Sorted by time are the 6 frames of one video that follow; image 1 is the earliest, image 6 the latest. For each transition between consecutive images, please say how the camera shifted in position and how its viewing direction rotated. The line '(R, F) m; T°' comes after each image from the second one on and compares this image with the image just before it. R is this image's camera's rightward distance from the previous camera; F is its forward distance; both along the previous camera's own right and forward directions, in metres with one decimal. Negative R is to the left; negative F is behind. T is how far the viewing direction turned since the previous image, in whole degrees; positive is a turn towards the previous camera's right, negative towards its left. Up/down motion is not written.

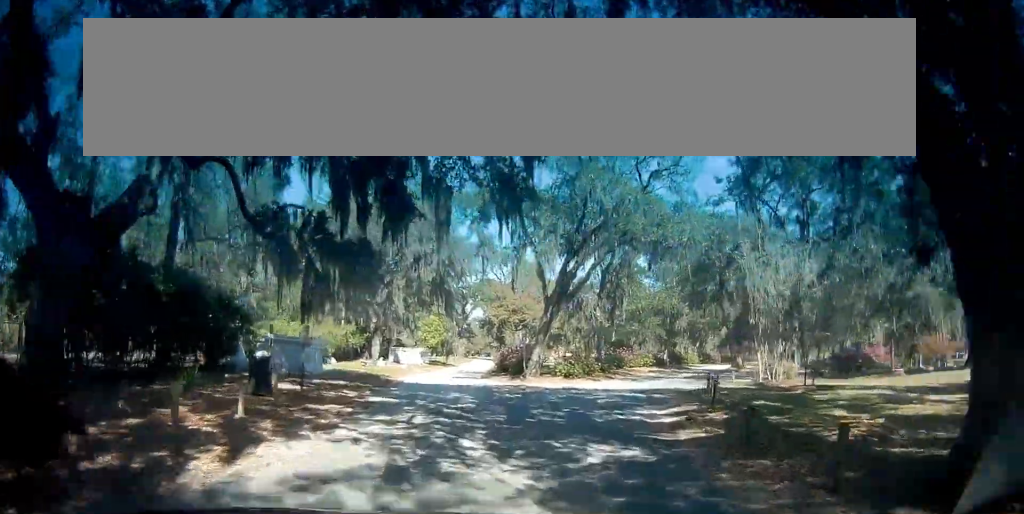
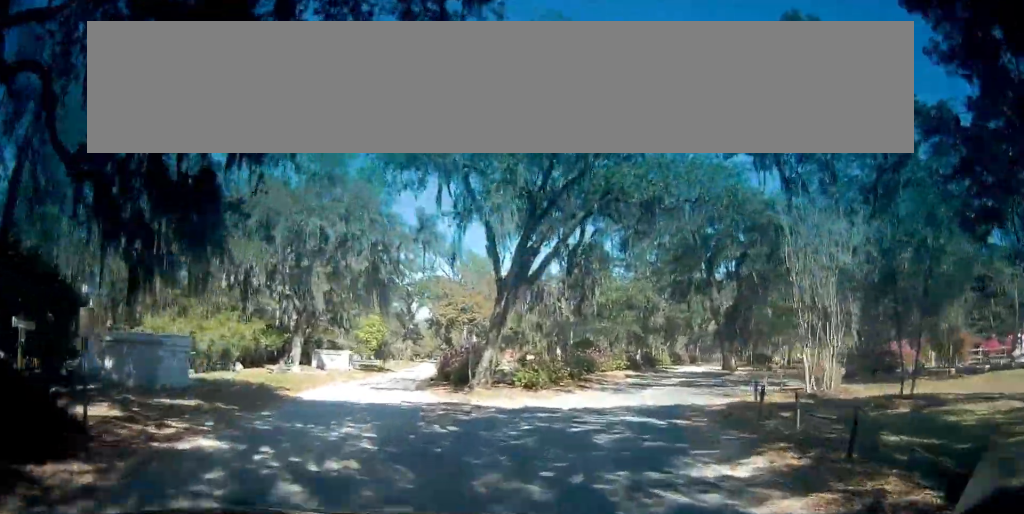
(+0.3, +7.8) m; +8°
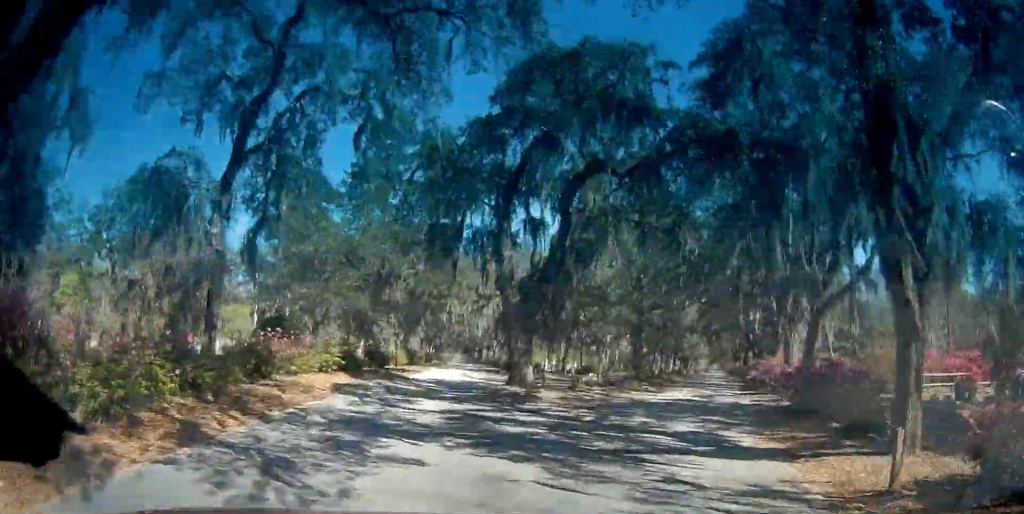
(+3.5, +16.0) m; +25°
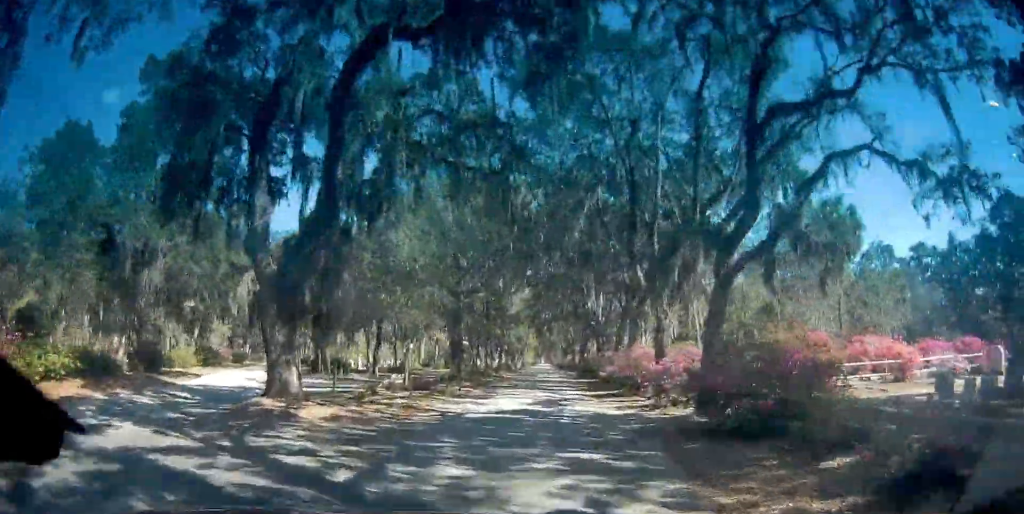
(+0.8, +7.5) m; +10°
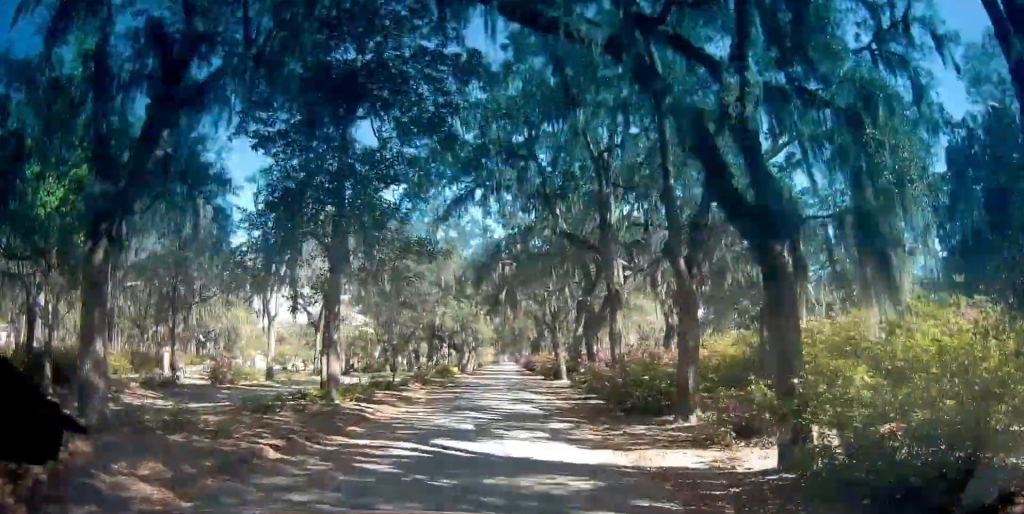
(+2.6, +31.5) m; +4°
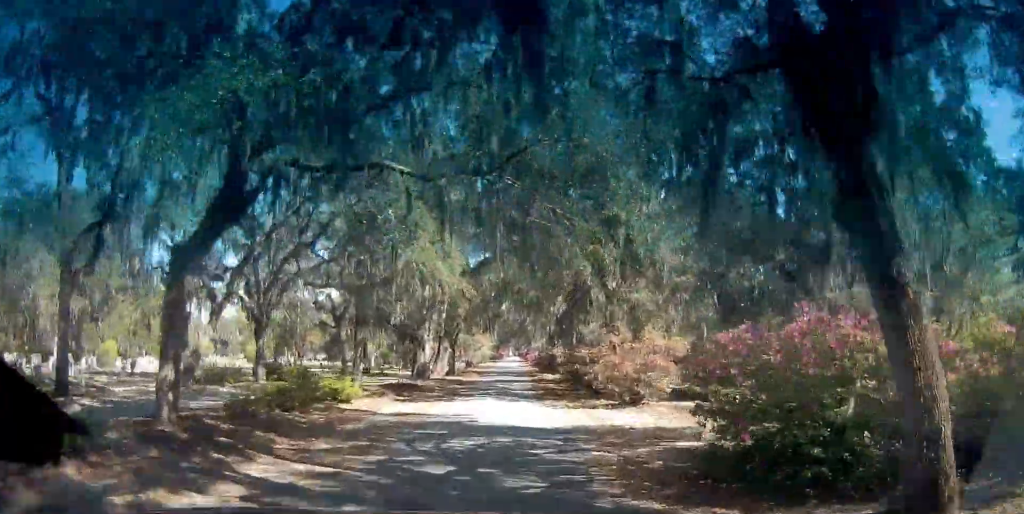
(-0.6, +37.1) m; -1°
